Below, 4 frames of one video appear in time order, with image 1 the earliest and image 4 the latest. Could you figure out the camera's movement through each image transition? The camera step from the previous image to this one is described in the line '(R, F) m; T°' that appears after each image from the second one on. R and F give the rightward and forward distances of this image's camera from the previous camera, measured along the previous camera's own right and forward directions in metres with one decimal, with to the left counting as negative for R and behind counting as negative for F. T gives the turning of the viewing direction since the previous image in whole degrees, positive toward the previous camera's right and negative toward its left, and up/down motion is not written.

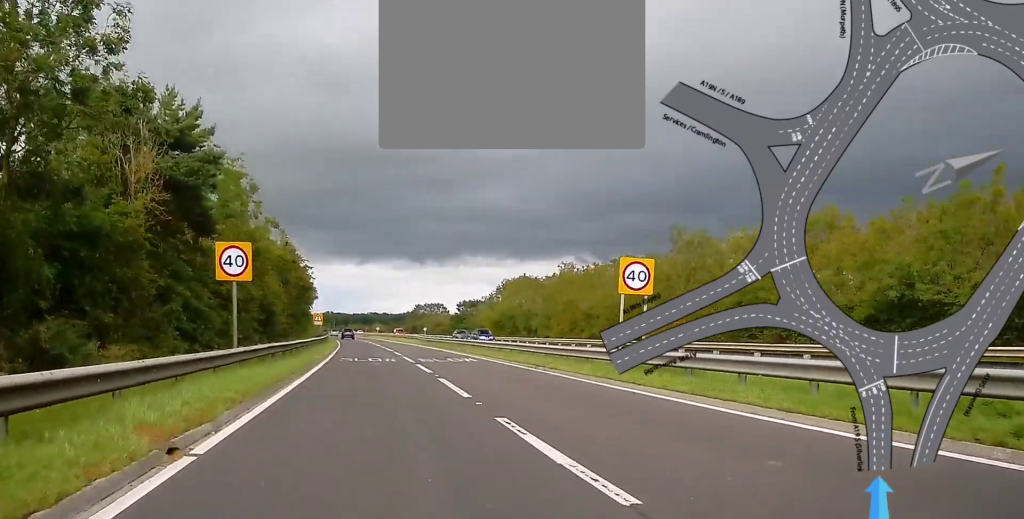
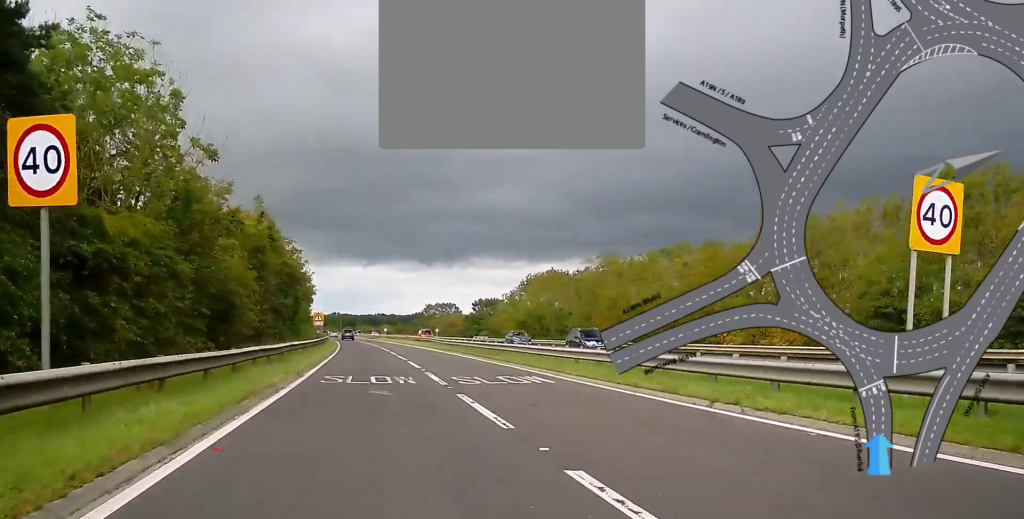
(-0.3, +13.7) m; 0°
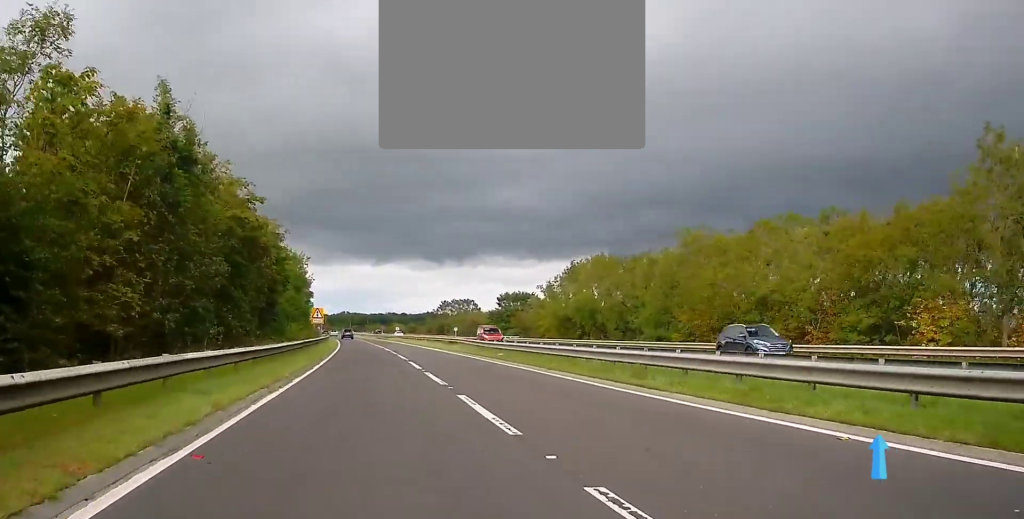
(0.0, +18.6) m; 0°
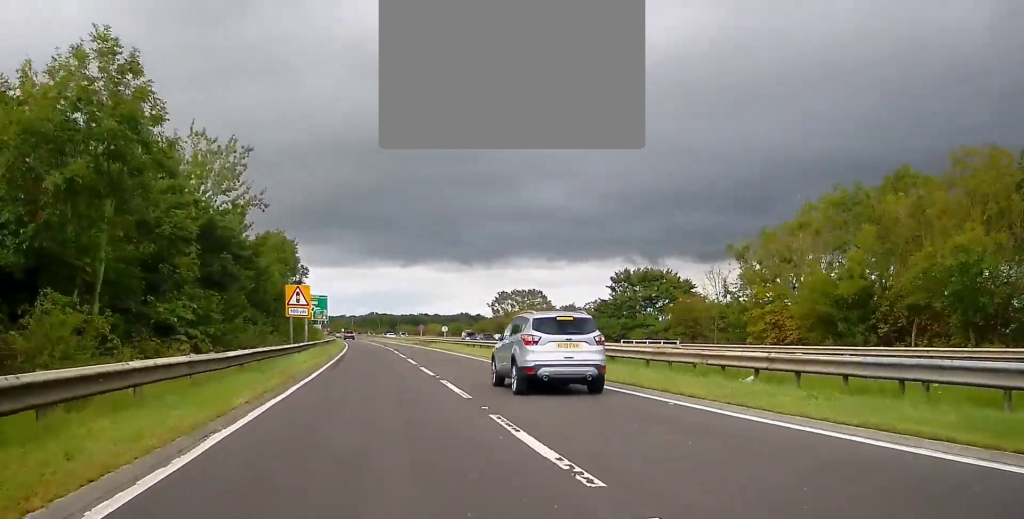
(-1.9, +47.6) m; -3°
